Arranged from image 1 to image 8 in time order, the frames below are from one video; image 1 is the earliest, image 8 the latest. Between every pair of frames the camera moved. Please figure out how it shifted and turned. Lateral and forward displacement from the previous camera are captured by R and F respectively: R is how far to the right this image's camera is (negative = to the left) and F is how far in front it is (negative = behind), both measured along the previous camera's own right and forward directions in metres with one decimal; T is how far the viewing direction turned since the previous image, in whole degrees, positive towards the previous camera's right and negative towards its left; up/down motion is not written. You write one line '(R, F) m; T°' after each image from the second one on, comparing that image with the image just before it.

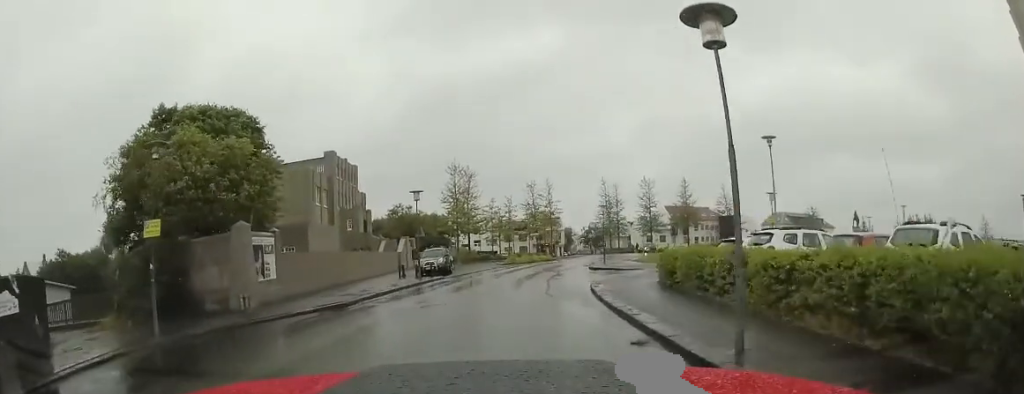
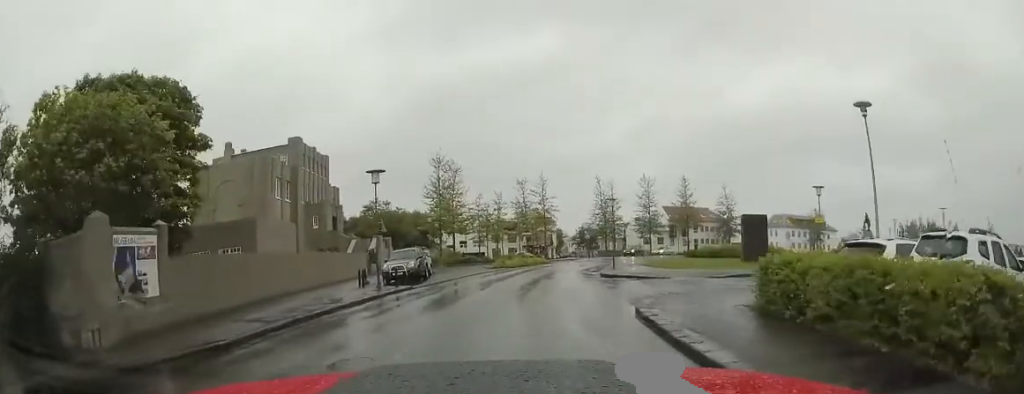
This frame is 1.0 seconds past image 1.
(-0.1, +6.1) m; +1°
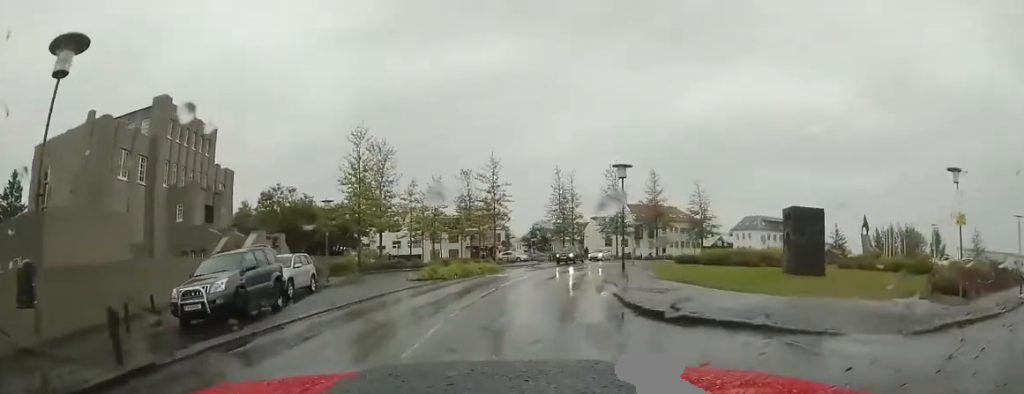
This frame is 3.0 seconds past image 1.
(+0.8, +13.2) m; +6°
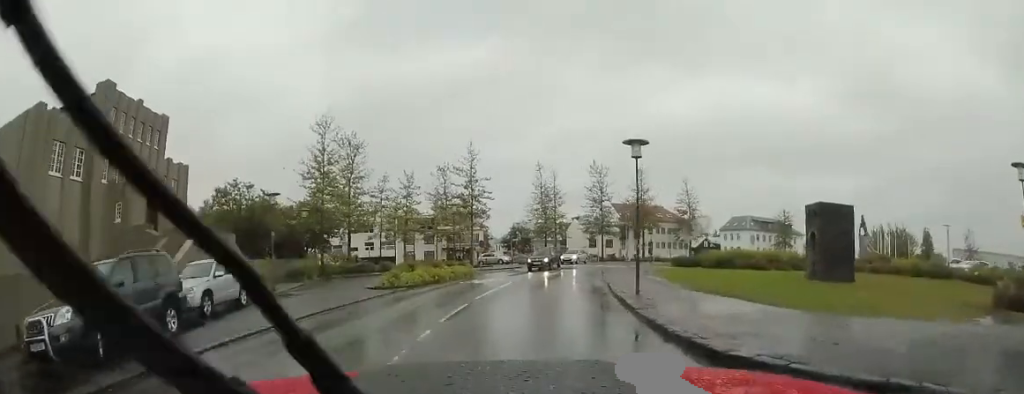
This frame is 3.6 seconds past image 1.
(0.0, +4.3) m; +1°
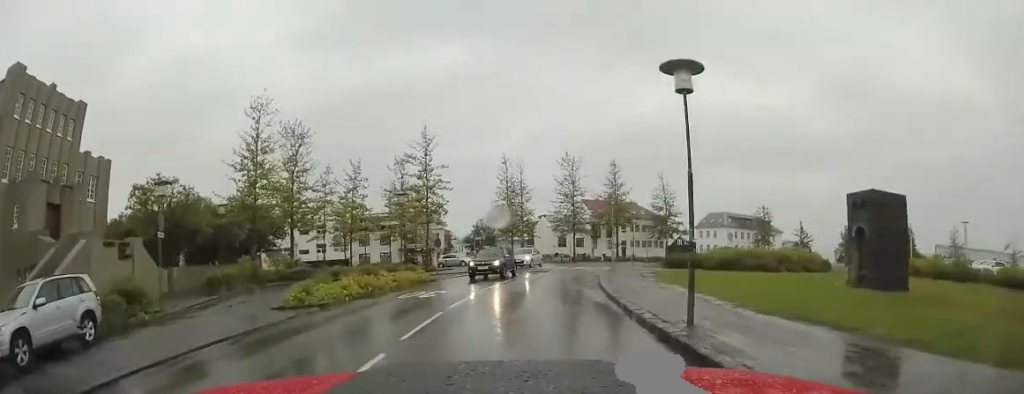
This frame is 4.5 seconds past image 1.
(0.0, +5.9) m; +5°
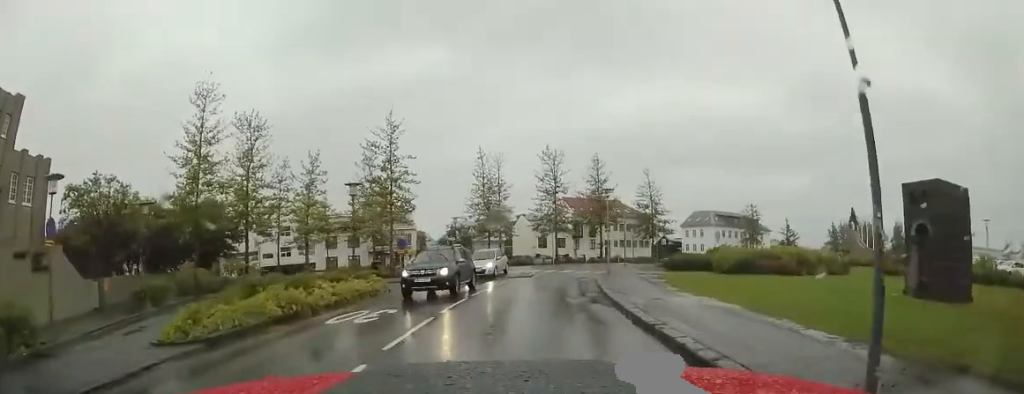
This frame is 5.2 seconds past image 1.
(+0.4, +4.4) m; +4°
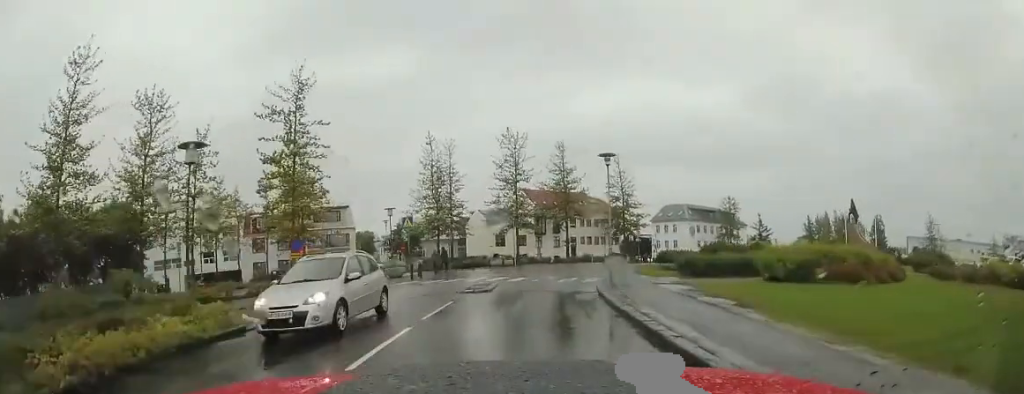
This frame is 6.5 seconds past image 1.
(+0.2, +8.5) m; +2°
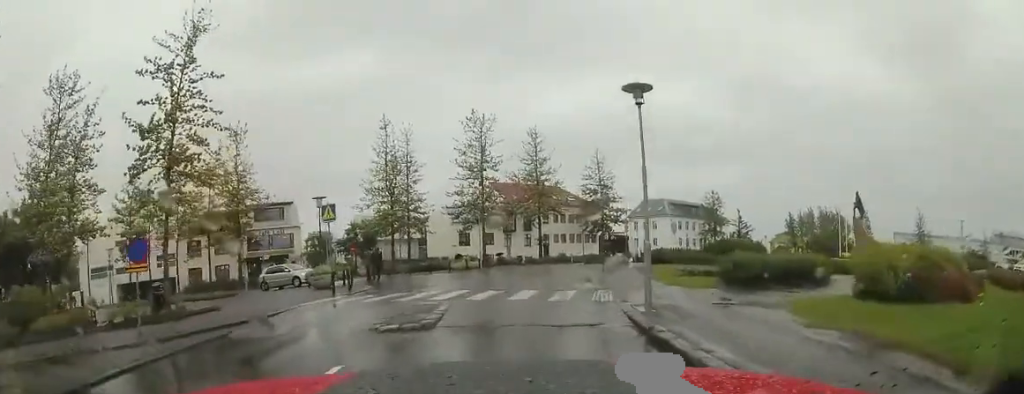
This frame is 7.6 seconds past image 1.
(+0.2, +6.8) m; +7°
